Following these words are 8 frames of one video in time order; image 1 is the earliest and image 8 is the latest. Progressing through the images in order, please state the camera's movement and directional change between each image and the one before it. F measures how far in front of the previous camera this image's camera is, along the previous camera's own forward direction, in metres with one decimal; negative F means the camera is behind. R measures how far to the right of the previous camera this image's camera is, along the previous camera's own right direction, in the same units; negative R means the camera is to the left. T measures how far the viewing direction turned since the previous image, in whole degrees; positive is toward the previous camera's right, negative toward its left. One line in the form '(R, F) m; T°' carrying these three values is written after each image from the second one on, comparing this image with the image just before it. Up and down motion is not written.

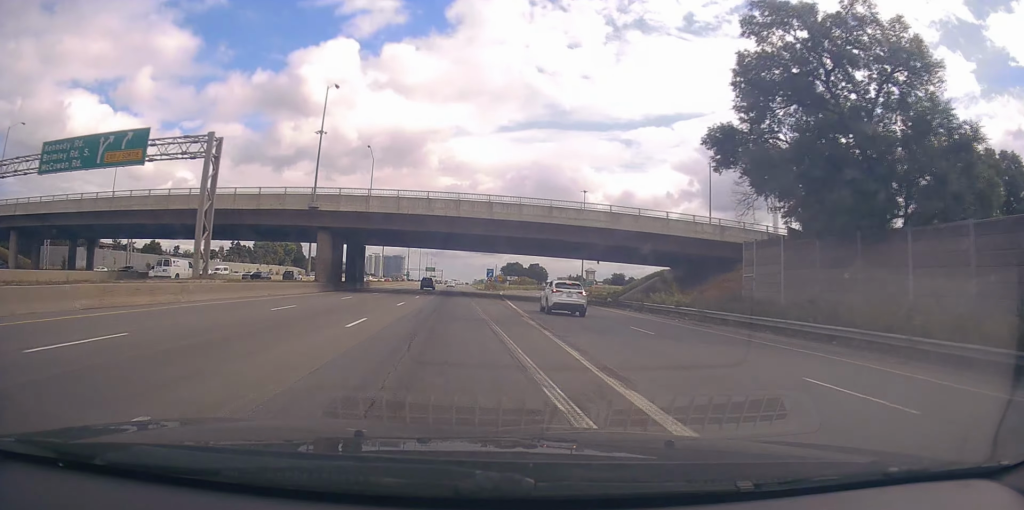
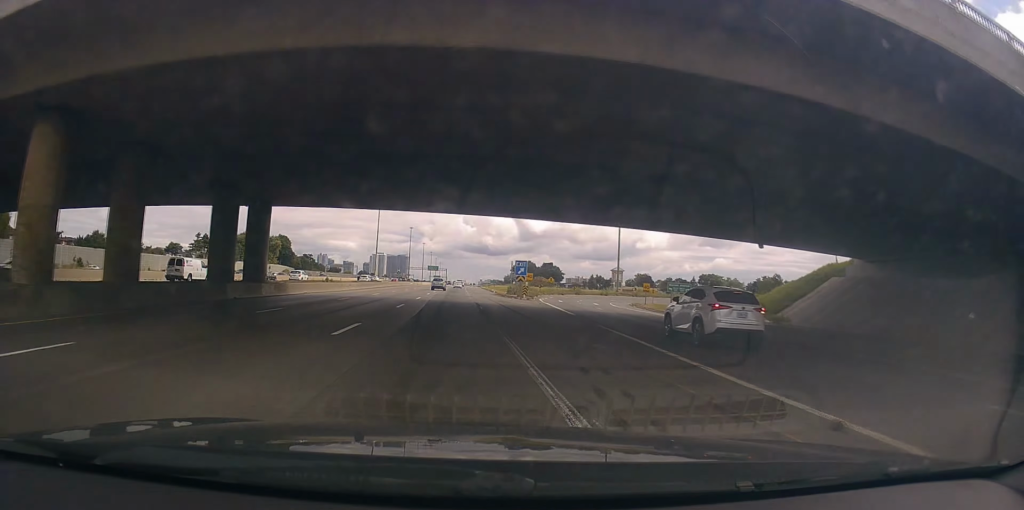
(+0.7, +39.1) m; 0°
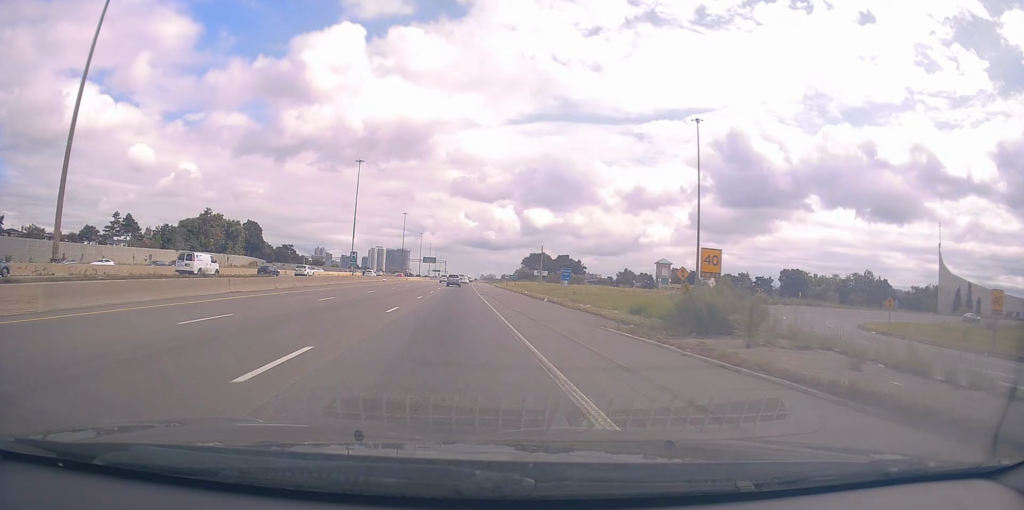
(-0.1, +55.6) m; 0°
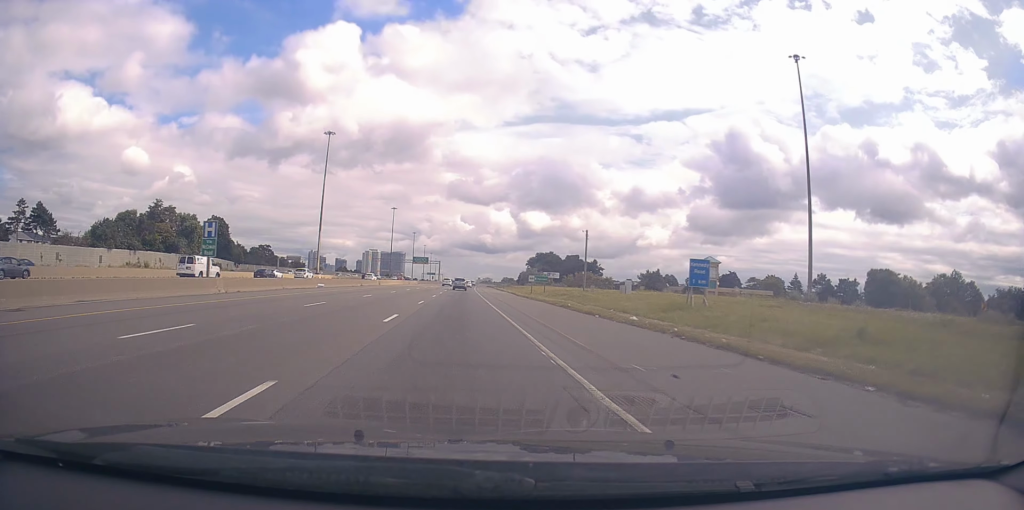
(-0.5, +39.9) m; -1°
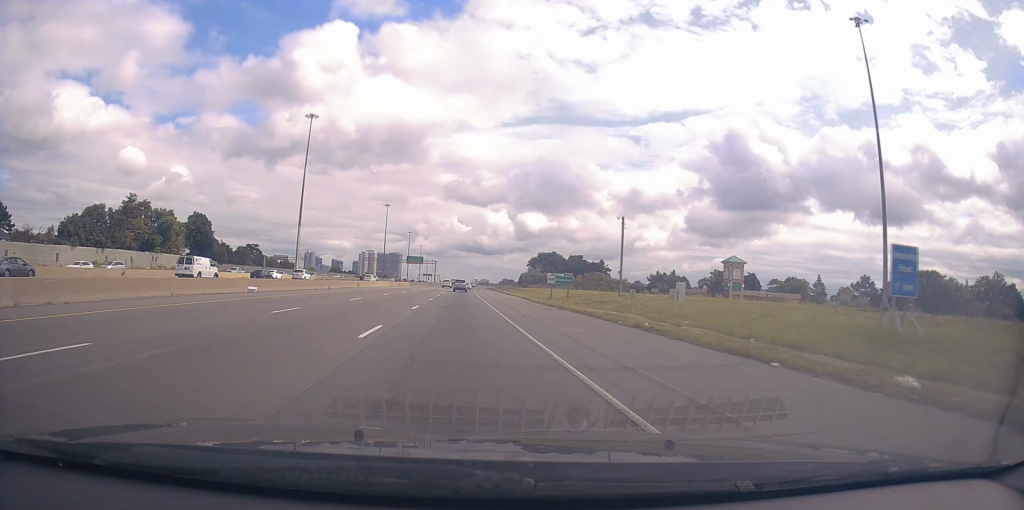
(-0.2, +16.2) m; 0°
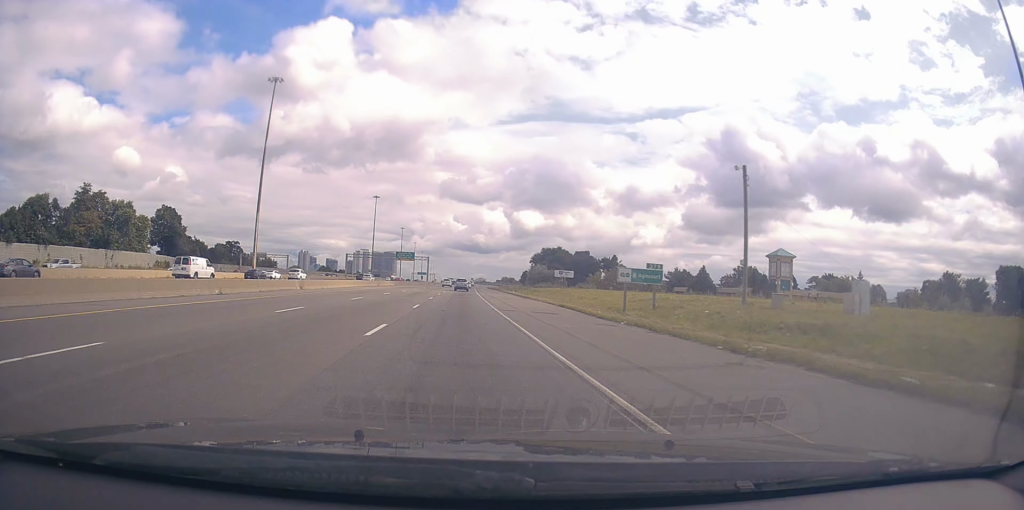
(+0.3, +24.3) m; +1°
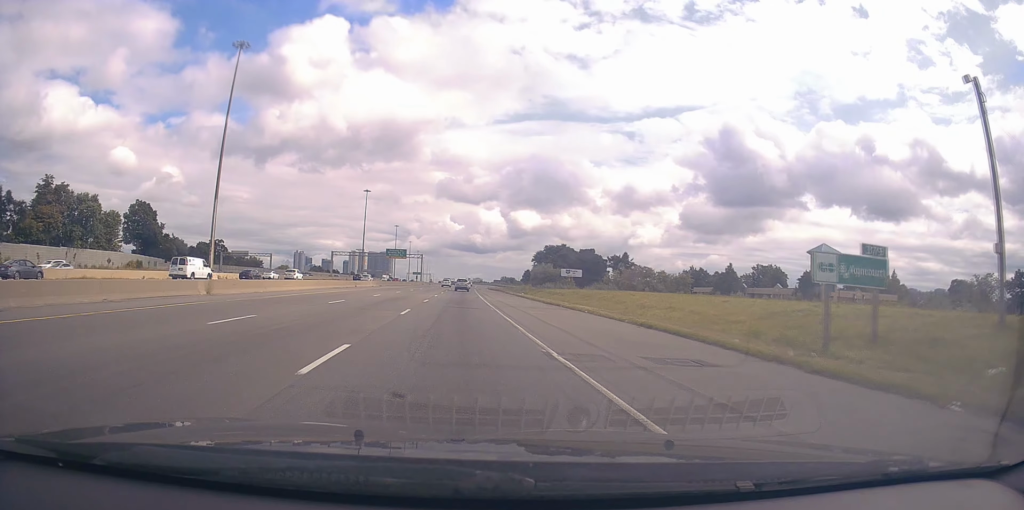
(+0.1, +17.2) m; +1°
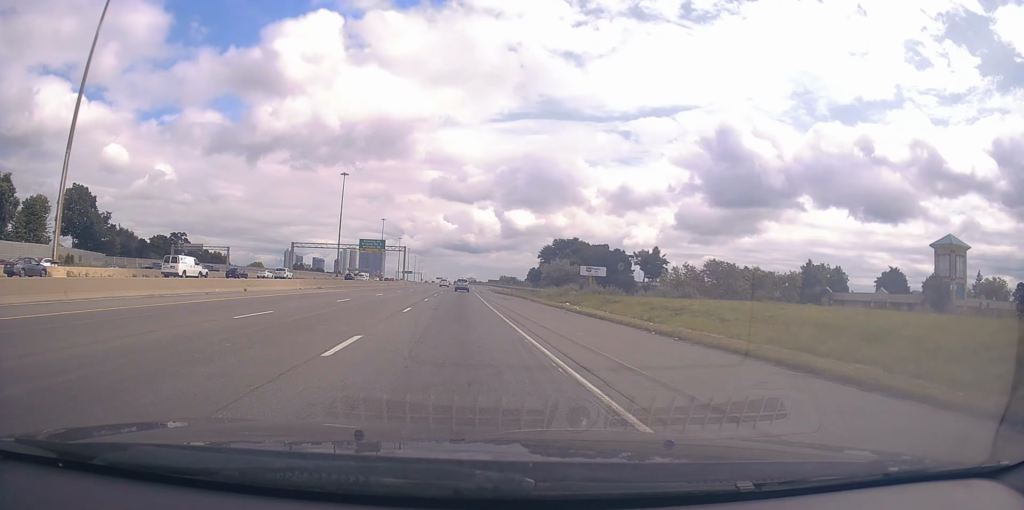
(+0.3, +35.3) m; +1°
